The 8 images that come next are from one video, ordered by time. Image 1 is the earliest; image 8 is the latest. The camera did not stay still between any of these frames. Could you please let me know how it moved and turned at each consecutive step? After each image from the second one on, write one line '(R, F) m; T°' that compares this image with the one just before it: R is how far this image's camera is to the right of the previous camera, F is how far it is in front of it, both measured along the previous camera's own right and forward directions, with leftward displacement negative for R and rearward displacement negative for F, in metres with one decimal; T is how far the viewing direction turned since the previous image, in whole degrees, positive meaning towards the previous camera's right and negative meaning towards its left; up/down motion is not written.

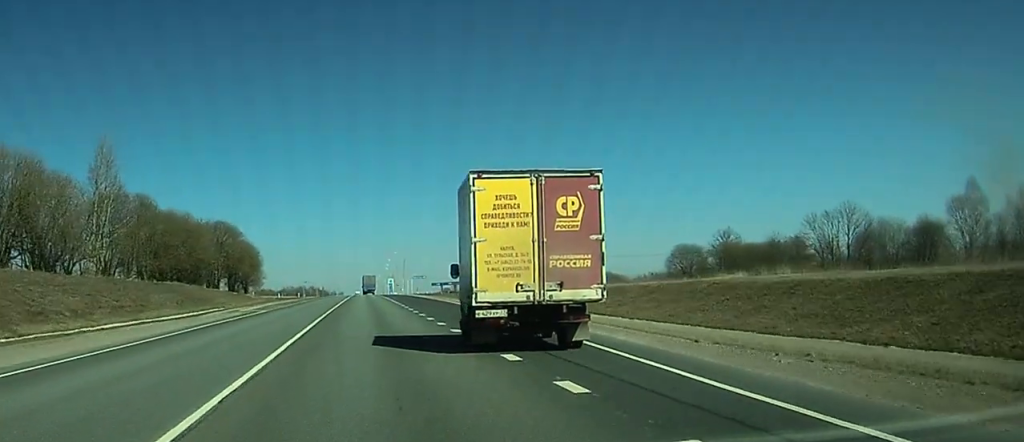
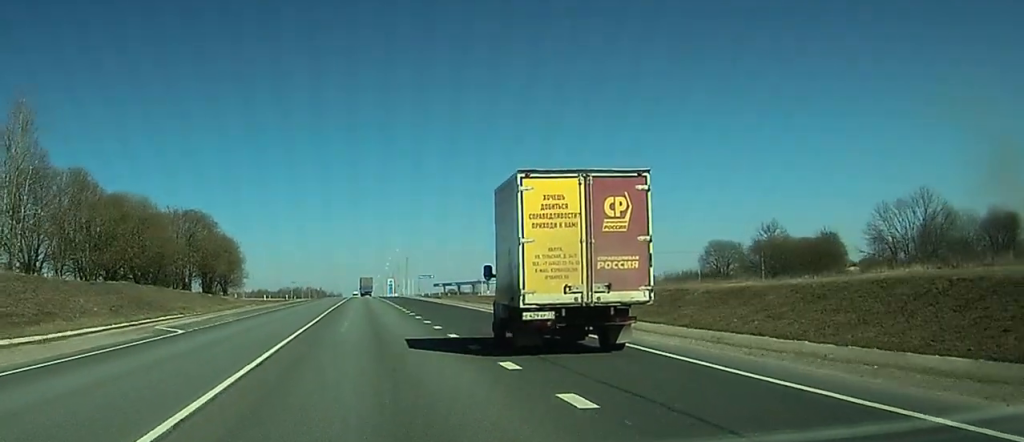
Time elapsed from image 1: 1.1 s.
(+0.1, +21.7) m; 0°
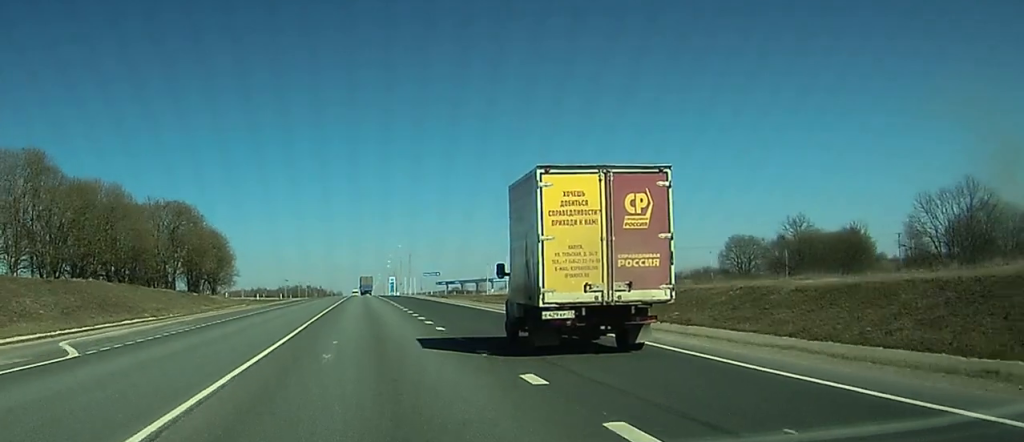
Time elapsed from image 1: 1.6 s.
(0.0, +10.2) m; 0°
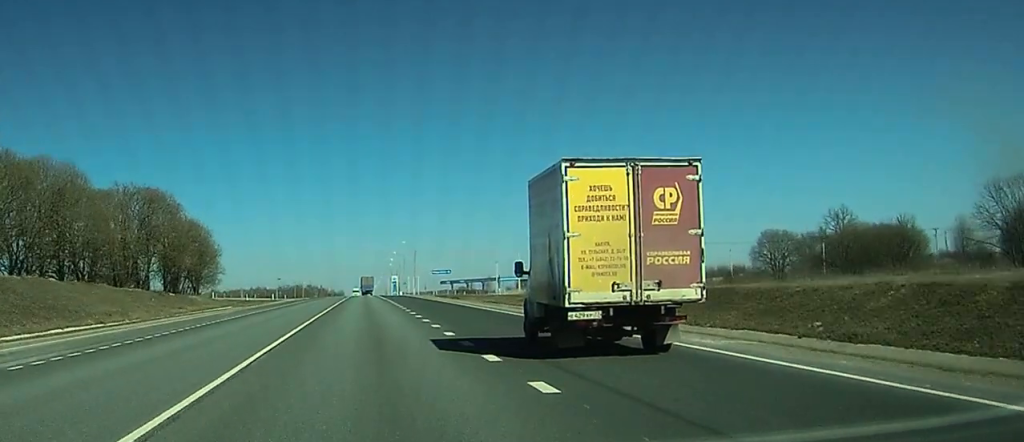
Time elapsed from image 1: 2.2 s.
(0.0, +13.8) m; 0°
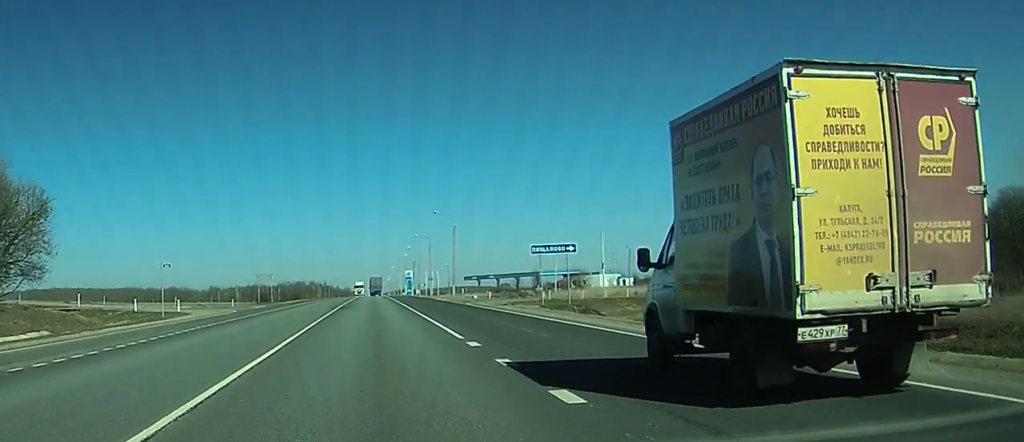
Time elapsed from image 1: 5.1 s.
(+0.5, +61.7) m; 0°
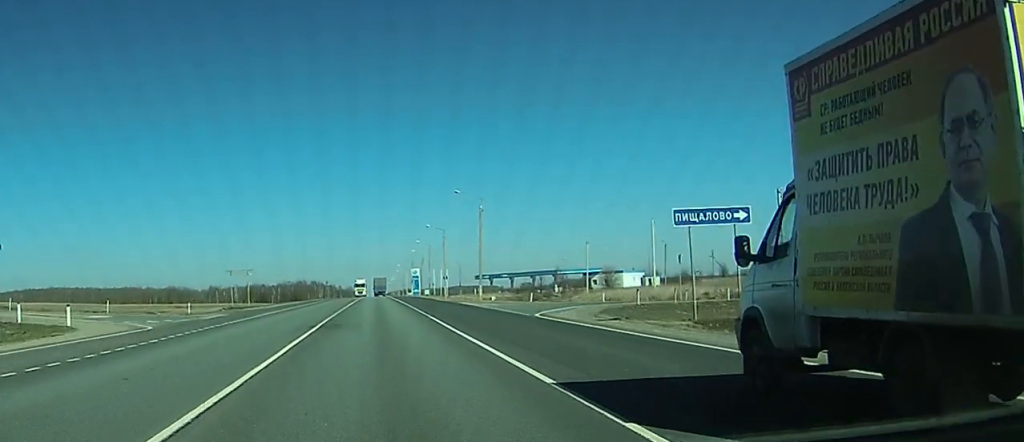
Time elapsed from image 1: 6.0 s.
(-0.1, +21.1) m; 0°
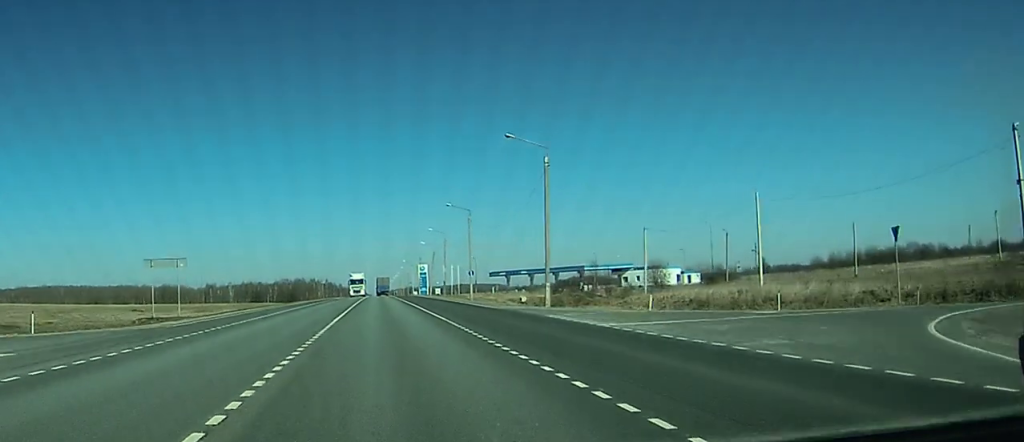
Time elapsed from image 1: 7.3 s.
(0.0, +28.7) m; 0°
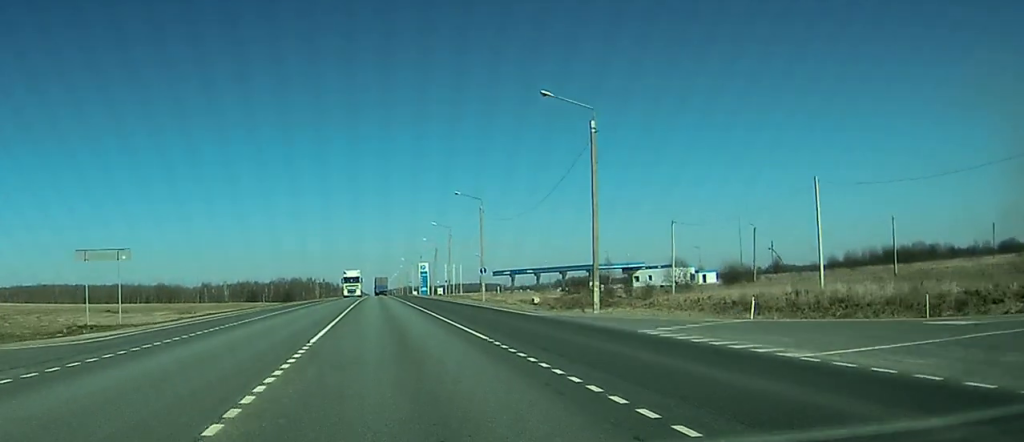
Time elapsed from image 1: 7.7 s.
(0.0, +11.0) m; 0°
